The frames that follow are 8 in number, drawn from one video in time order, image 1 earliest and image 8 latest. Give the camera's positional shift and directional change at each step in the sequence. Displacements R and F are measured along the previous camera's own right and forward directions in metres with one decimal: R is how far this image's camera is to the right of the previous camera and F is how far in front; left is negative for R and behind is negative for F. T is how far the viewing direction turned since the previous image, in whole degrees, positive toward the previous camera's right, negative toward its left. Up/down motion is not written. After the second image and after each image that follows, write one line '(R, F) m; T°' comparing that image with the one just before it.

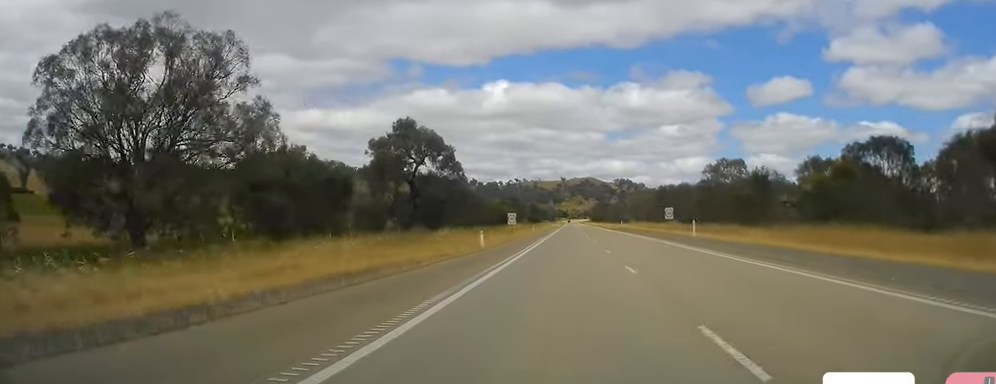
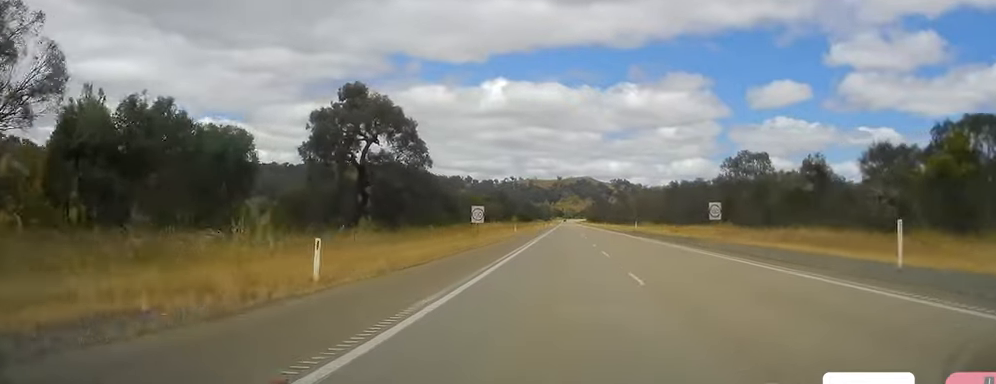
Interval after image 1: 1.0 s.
(0.0, +27.6) m; +1°
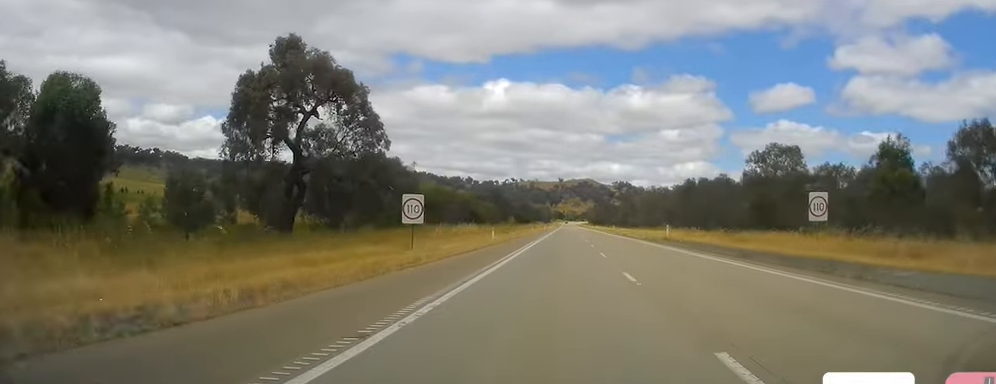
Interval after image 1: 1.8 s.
(+0.3, +22.9) m; +1°
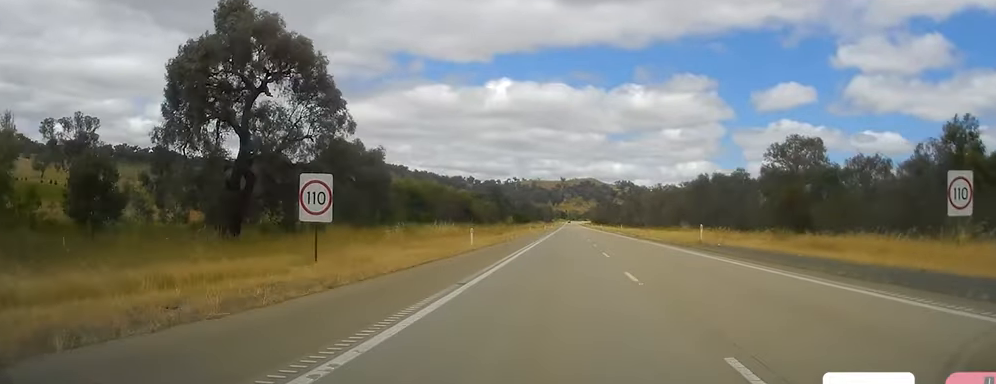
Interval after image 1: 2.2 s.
(+0.4, +12.5) m; 0°
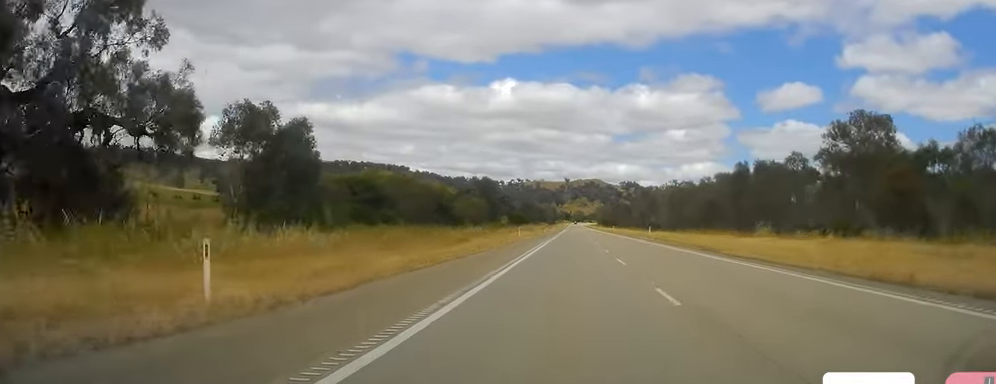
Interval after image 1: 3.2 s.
(-0.3, +29.5) m; -1°
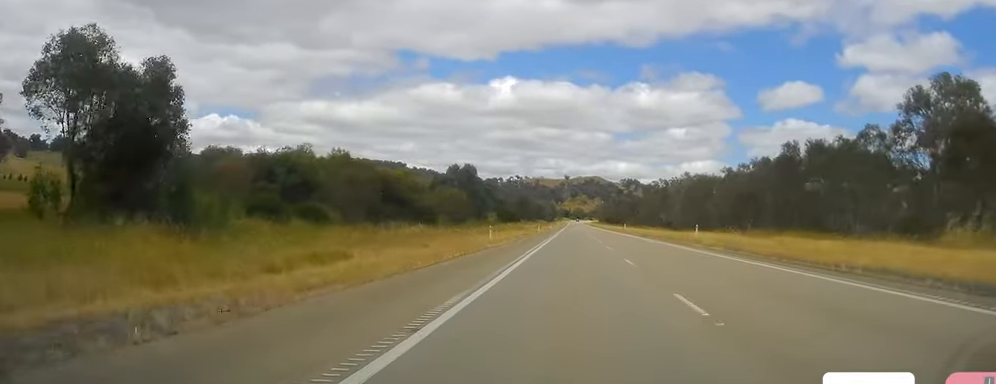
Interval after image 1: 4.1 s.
(-0.3, +25.8) m; -1°
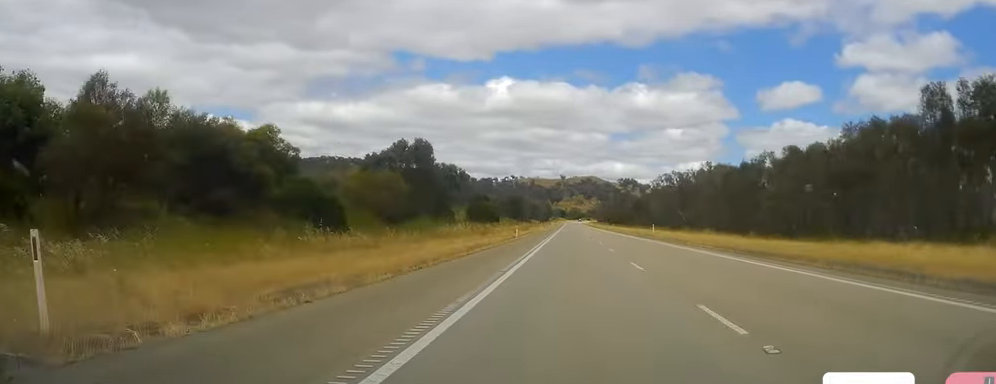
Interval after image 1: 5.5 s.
(-0.1, +38.3) m; 0°
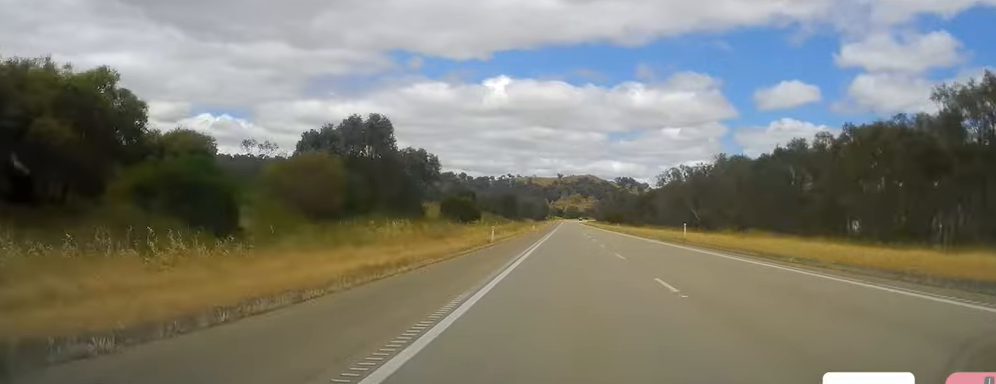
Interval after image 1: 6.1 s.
(+0.1, +19.2) m; 0°
